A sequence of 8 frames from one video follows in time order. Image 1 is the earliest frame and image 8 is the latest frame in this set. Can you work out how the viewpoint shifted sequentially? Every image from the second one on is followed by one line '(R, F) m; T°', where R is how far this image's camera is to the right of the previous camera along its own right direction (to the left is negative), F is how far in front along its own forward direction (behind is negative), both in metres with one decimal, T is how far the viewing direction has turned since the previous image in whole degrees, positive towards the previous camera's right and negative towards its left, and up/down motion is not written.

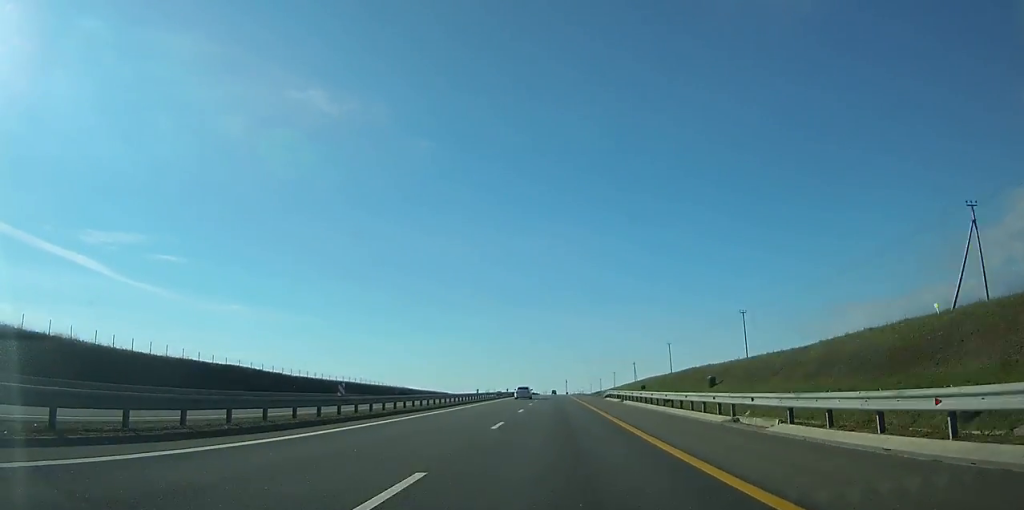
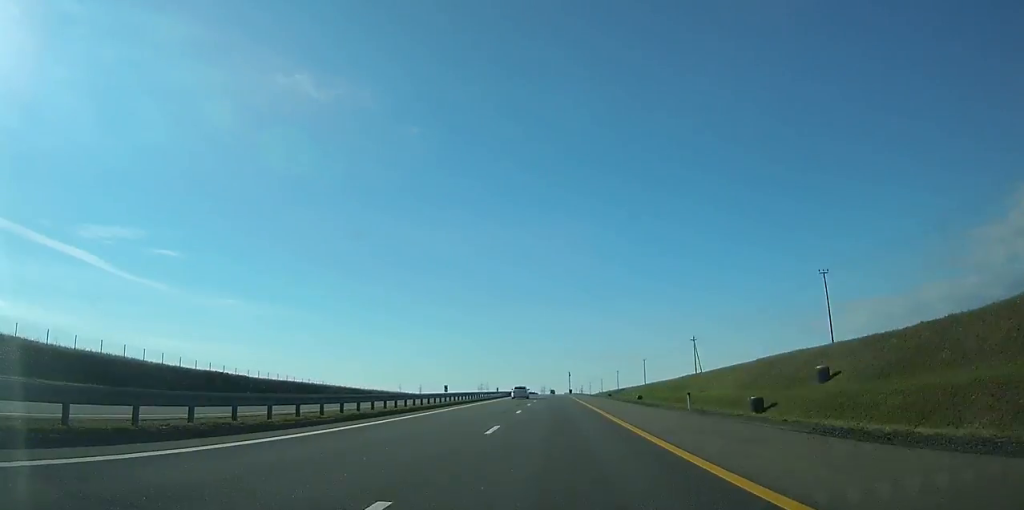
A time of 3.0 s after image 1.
(+0.1, +93.4) m; 0°
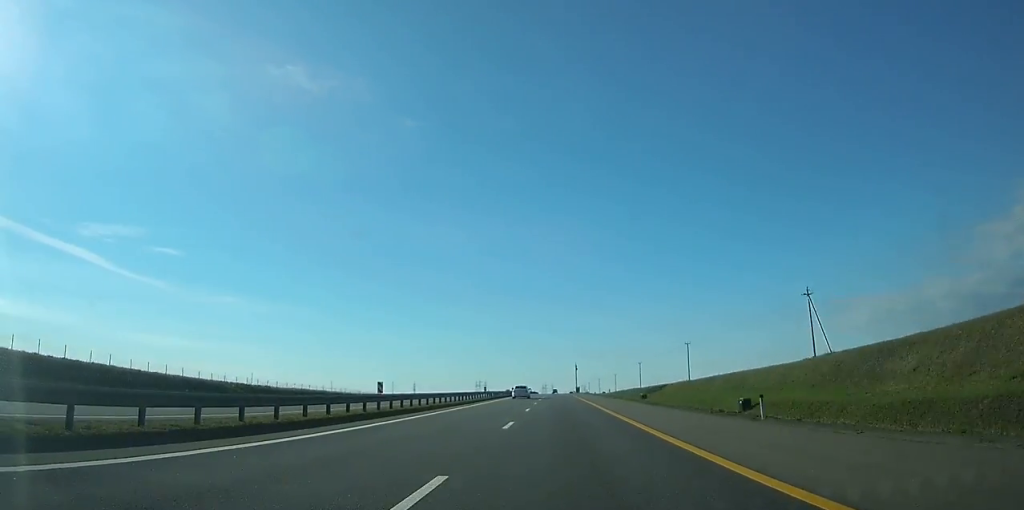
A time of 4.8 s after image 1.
(0.0, +56.3) m; 0°
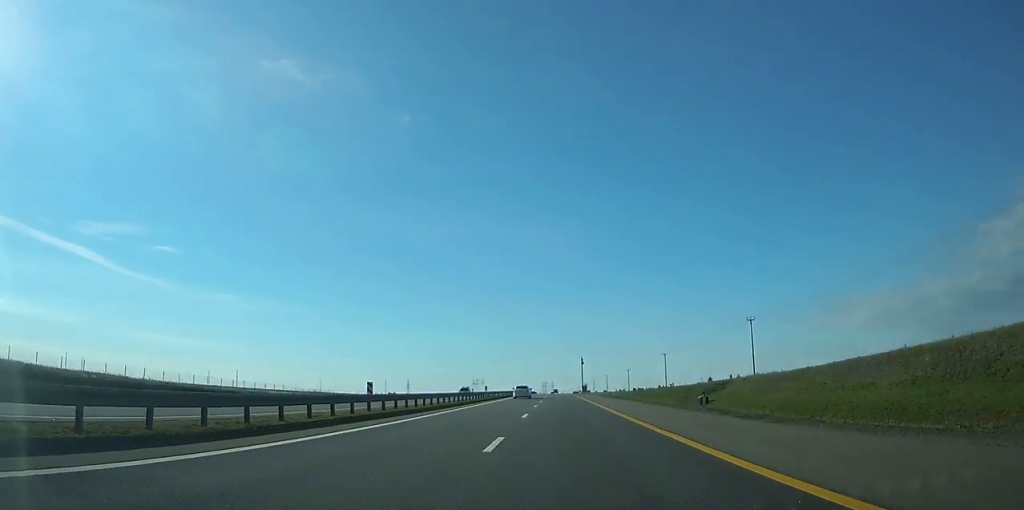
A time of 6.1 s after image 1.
(-0.1, +40.2) m; 0°
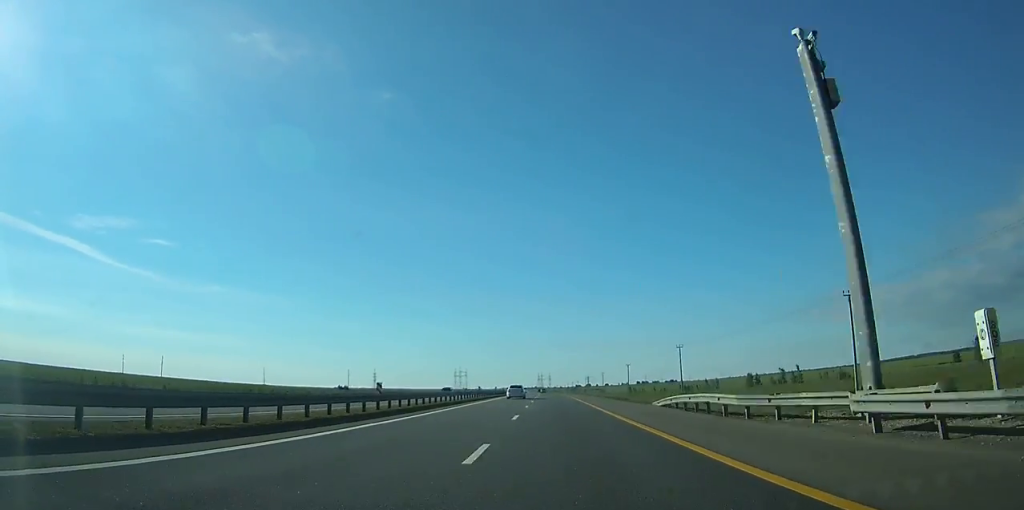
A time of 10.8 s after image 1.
(-0.2, +153.4) m; -1°
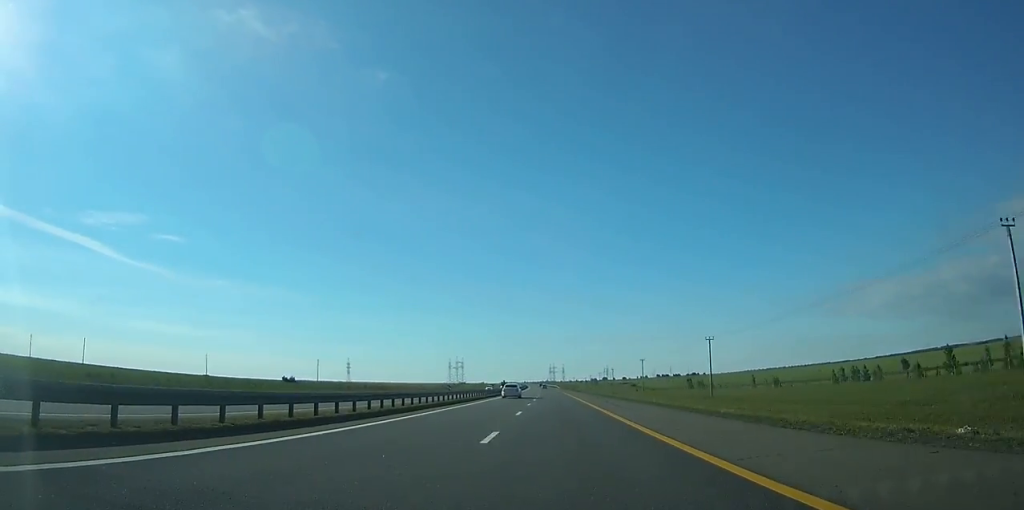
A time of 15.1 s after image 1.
(-1.6, +139.0) m; -1°
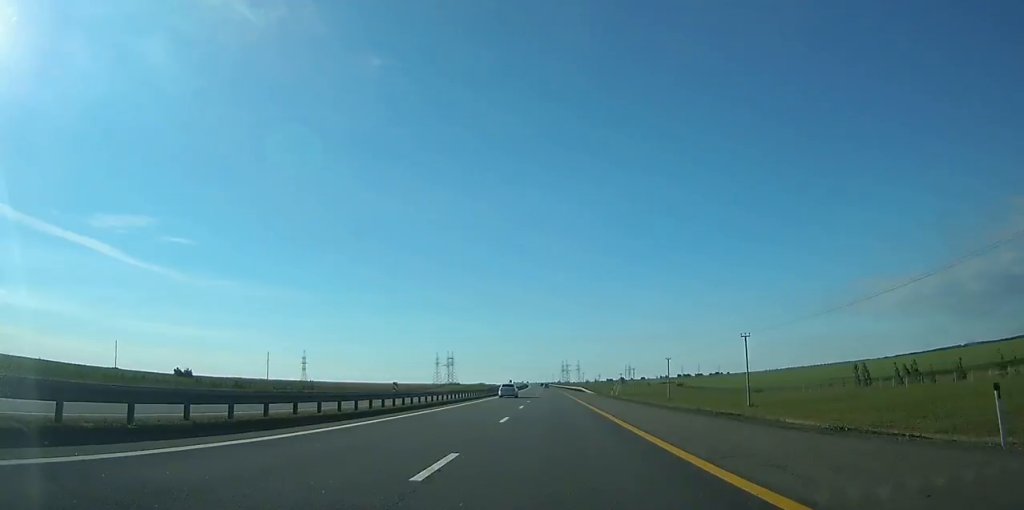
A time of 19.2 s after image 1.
(-1.0, +142.2) m; -1°
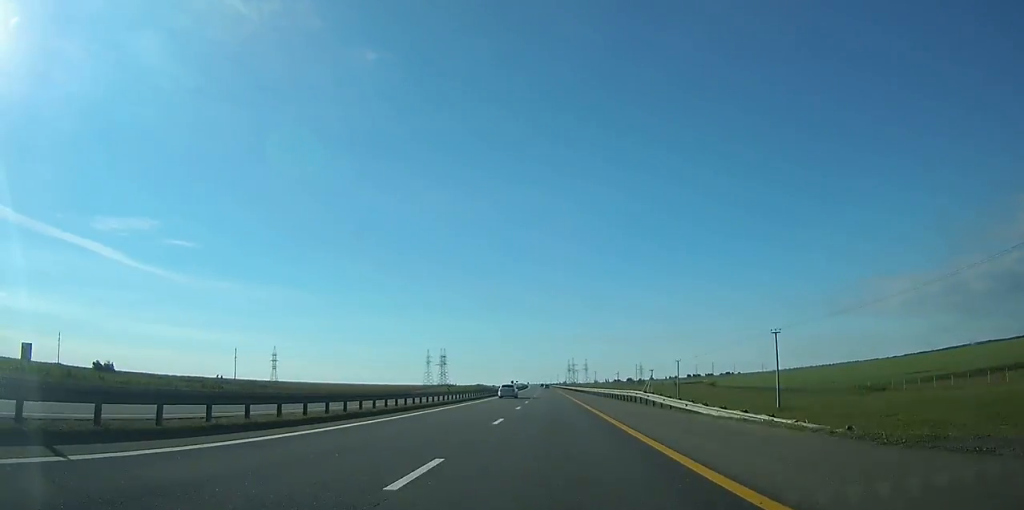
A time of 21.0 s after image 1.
(-0.2, +63.1) m; 0°
